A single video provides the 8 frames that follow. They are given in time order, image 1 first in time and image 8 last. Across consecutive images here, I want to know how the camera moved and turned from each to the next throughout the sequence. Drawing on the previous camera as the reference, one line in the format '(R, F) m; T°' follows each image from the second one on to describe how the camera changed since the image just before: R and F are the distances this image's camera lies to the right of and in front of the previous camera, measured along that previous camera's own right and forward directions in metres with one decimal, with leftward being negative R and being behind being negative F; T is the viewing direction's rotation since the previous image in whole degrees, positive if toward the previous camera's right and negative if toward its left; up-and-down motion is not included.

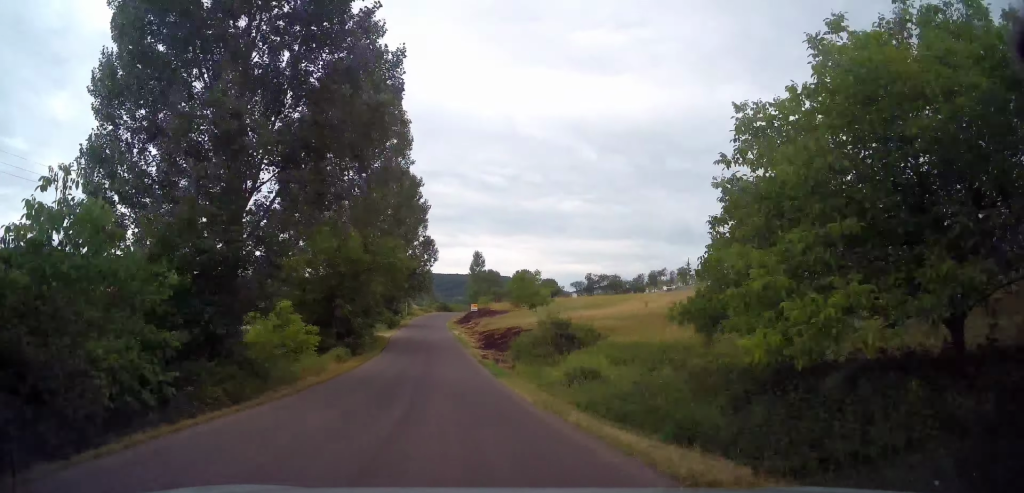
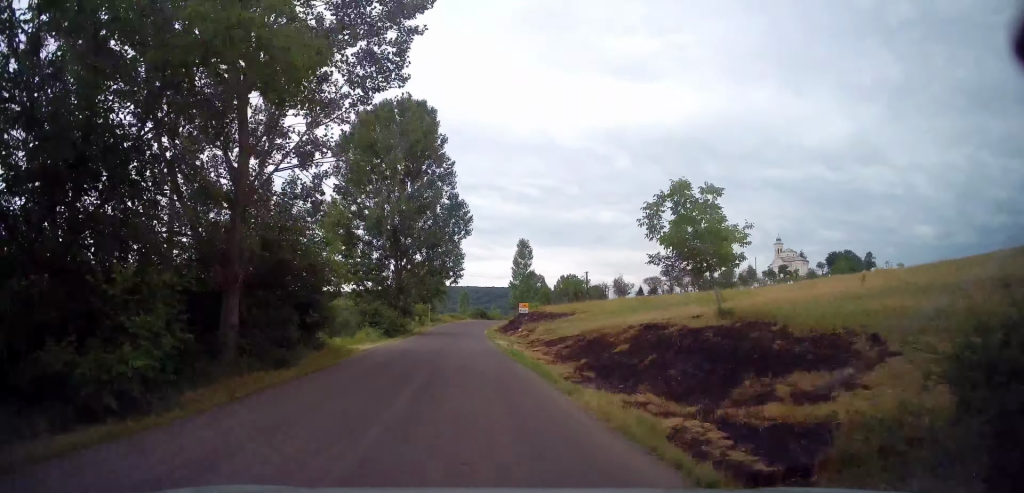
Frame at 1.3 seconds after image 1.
(-0.4, +23.3) m; -3°
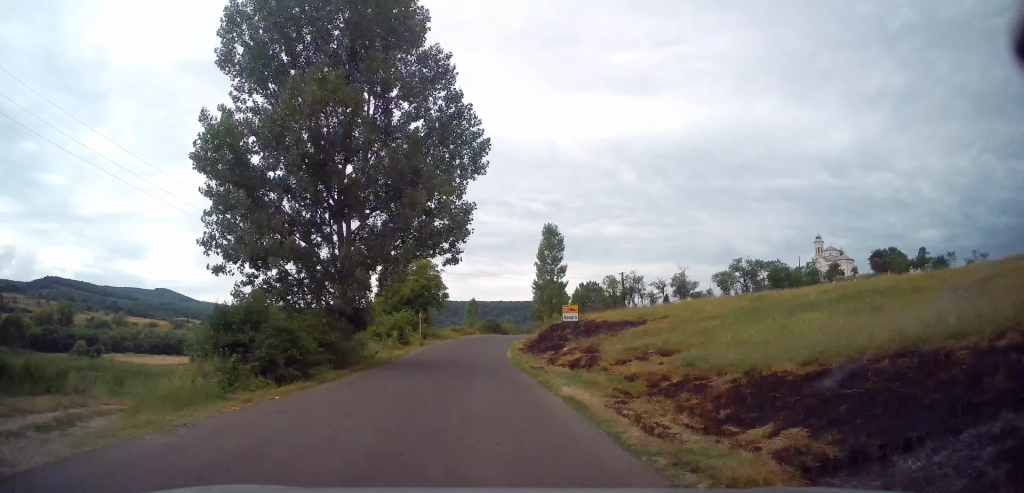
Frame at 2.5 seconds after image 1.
(-0.8, +21.3) m; -3°
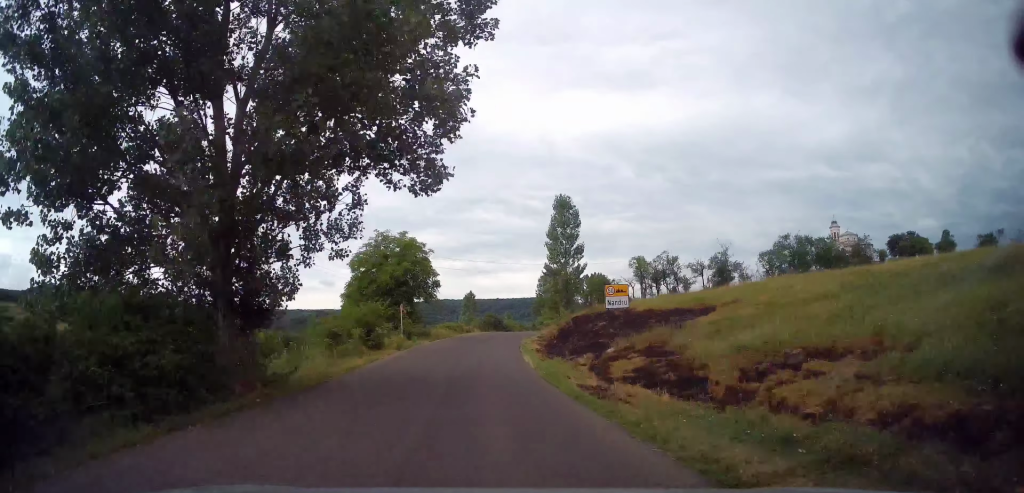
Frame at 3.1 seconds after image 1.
(-0.3, +11.2) m; 0°
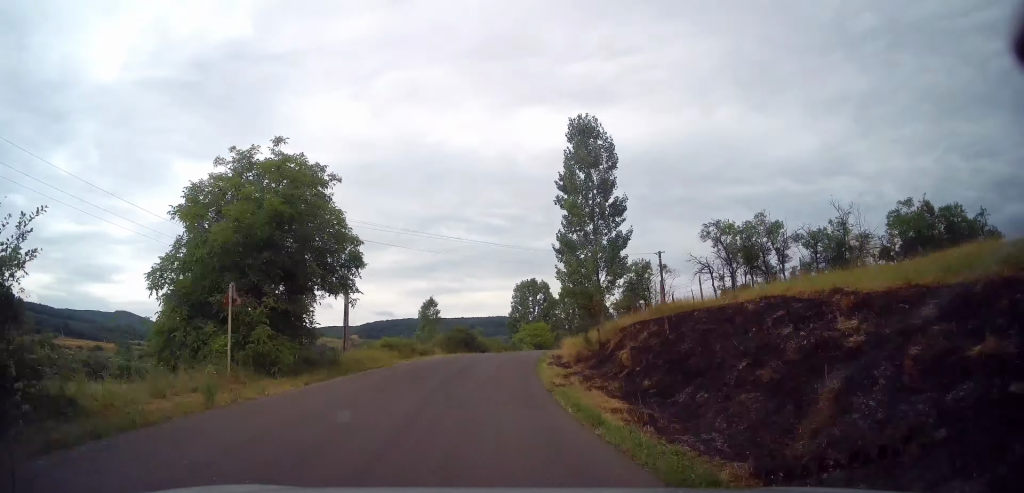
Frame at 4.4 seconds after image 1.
(+1.3, +22.0) m; +6°
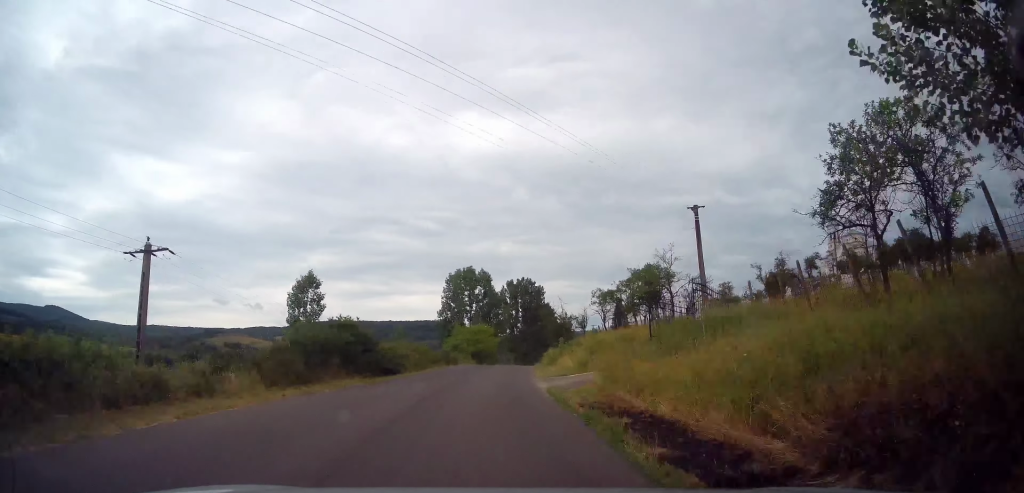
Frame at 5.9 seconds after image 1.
(+1.3, +25.0) m; +6°
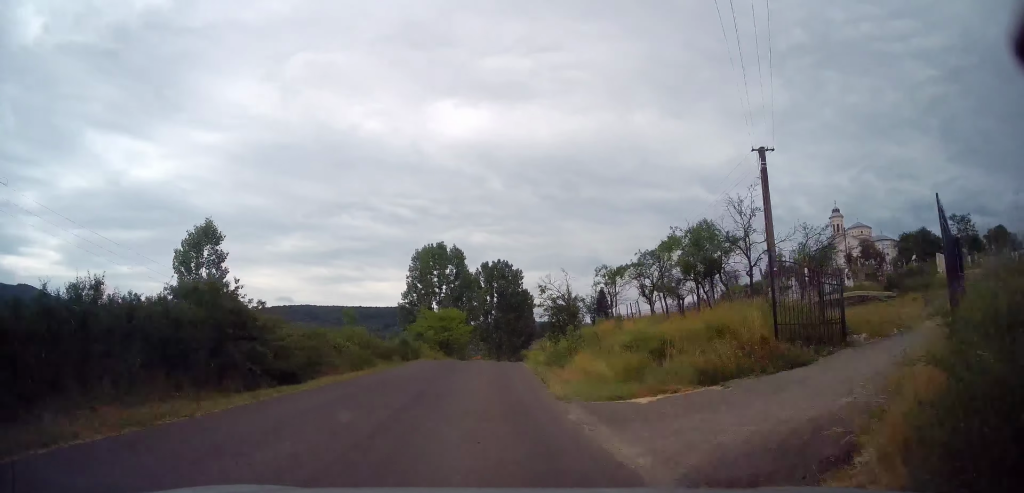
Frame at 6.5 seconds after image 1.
(+0.4, +11.2) m; +3°
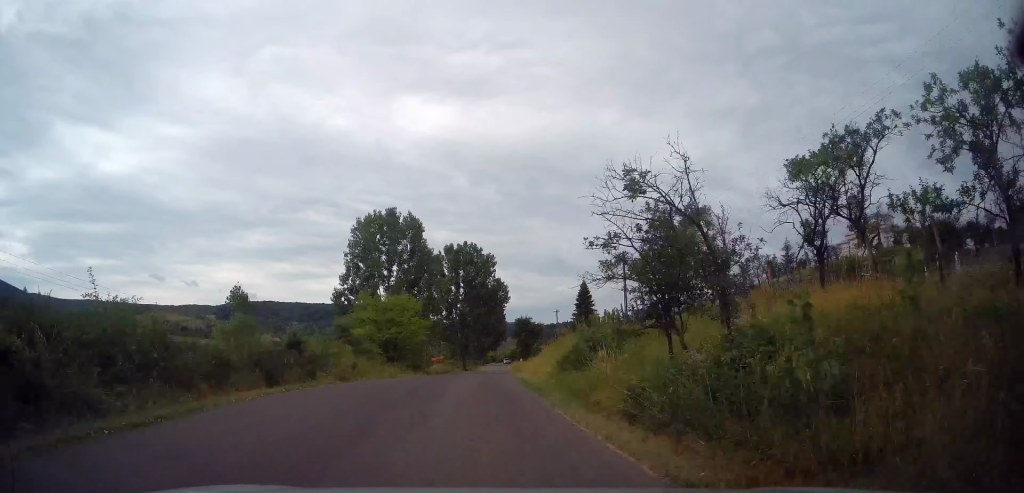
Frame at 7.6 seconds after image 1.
(+0.9, +17.9) m; +4°
